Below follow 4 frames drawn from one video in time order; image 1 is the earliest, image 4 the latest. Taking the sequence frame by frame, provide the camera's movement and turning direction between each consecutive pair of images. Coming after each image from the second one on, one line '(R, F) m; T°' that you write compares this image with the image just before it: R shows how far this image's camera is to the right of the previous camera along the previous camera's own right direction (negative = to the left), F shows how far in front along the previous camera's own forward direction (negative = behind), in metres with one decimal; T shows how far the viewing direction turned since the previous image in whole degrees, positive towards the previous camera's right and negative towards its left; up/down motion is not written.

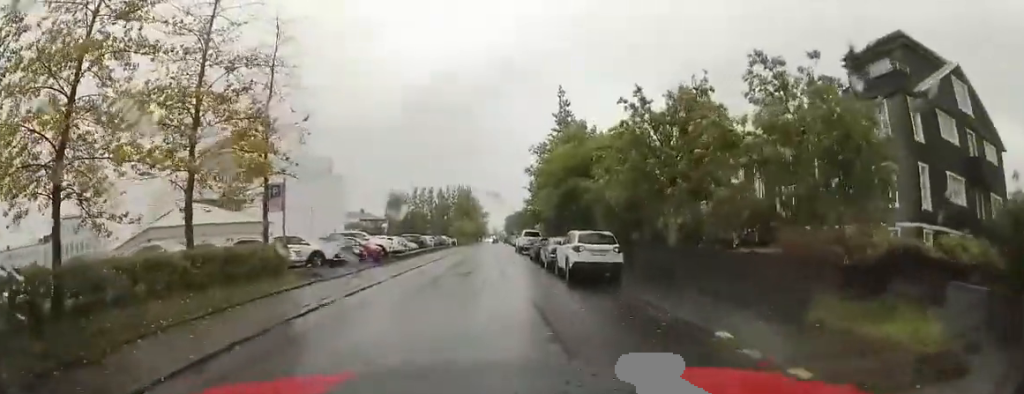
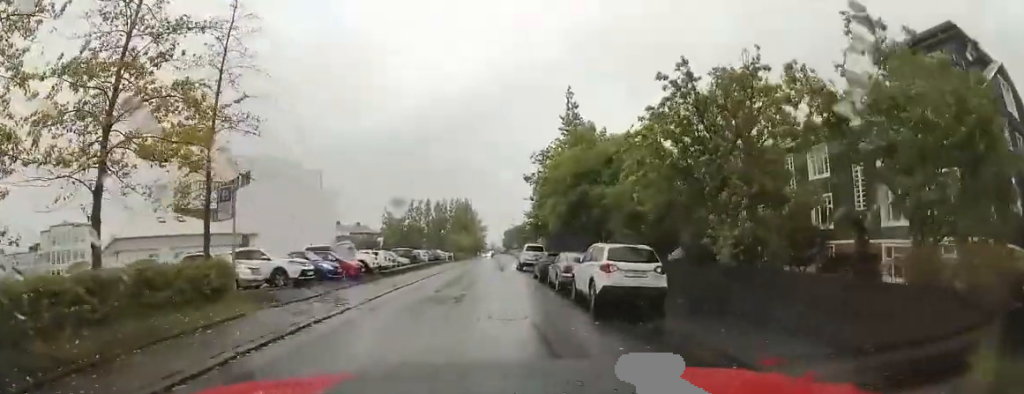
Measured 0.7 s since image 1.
(0.0, +3.7) m; 0°
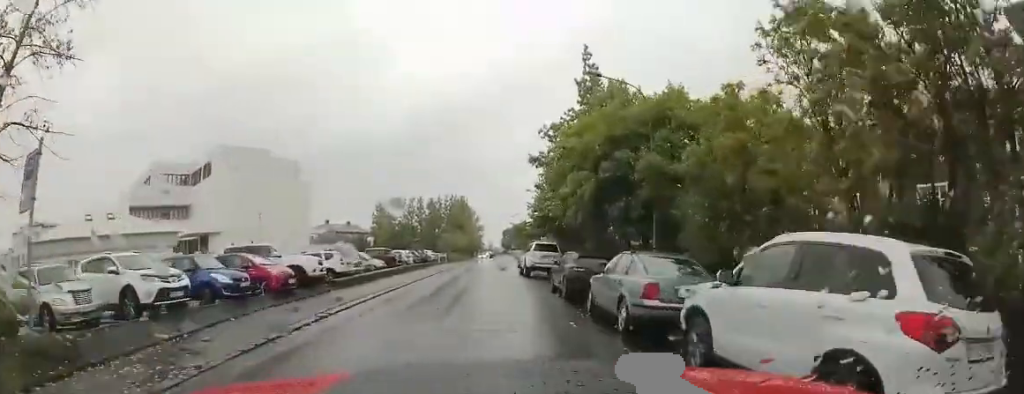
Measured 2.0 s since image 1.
(+0.1, +8.1) m; 0°
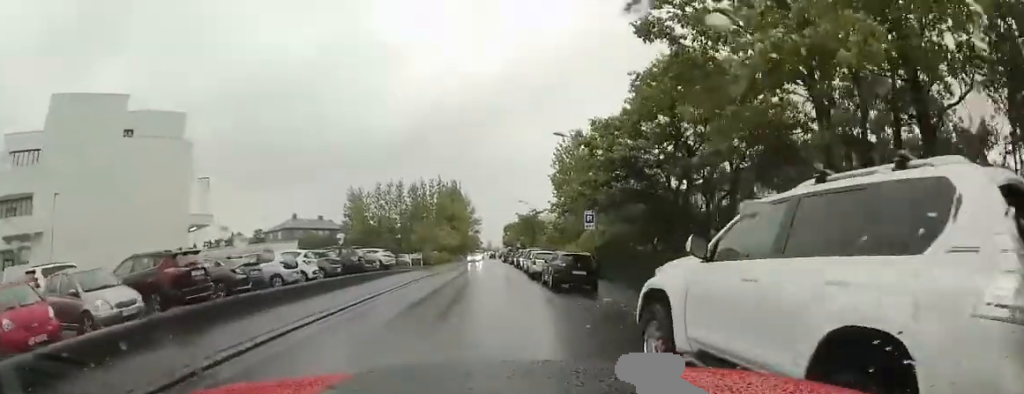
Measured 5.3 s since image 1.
(+0.3, +23.9) m; +2°
